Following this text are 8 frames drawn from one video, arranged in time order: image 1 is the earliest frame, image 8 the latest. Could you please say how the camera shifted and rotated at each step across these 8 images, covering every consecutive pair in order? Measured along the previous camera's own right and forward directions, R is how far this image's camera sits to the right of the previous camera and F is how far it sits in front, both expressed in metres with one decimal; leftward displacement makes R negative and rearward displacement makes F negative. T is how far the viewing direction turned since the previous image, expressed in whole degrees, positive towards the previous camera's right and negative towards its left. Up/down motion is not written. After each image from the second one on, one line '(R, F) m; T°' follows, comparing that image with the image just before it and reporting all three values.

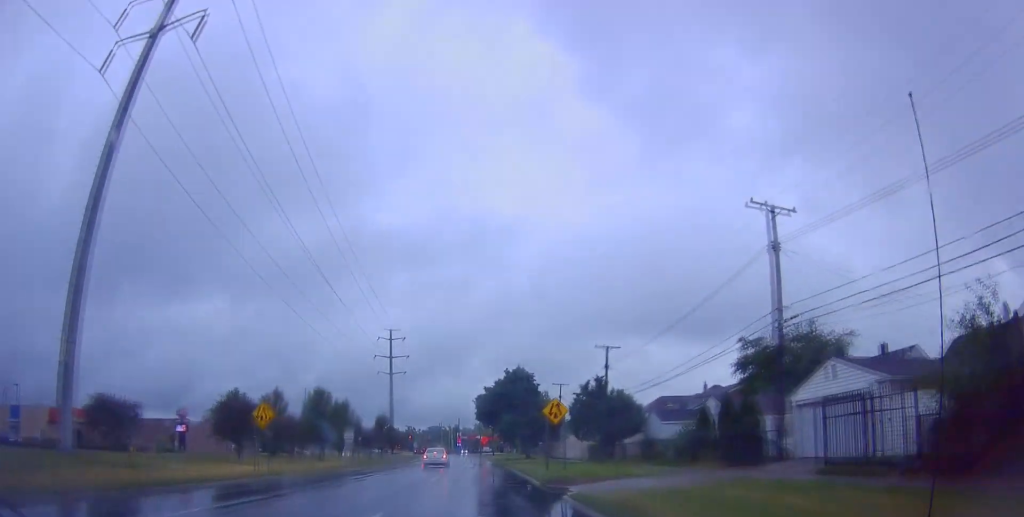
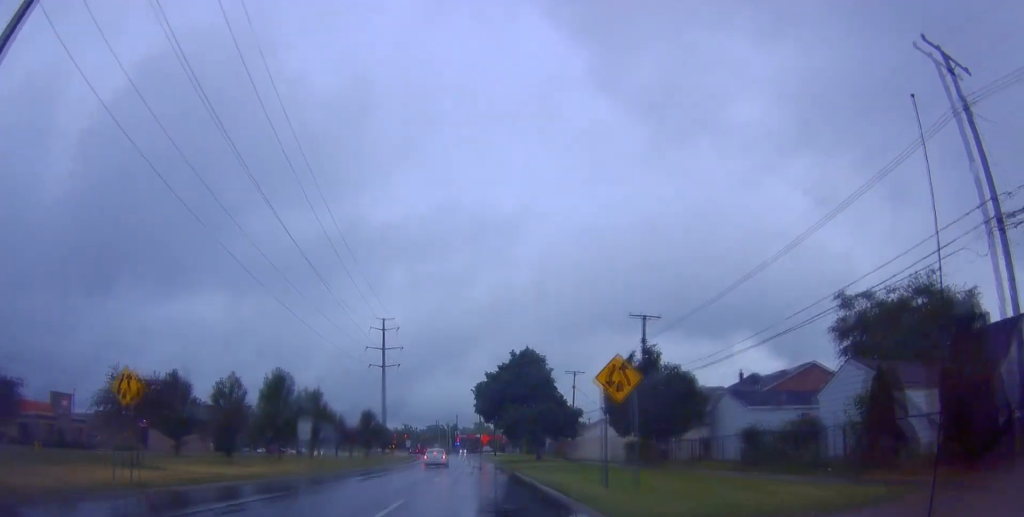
(0.0, +13.5) m; 0°
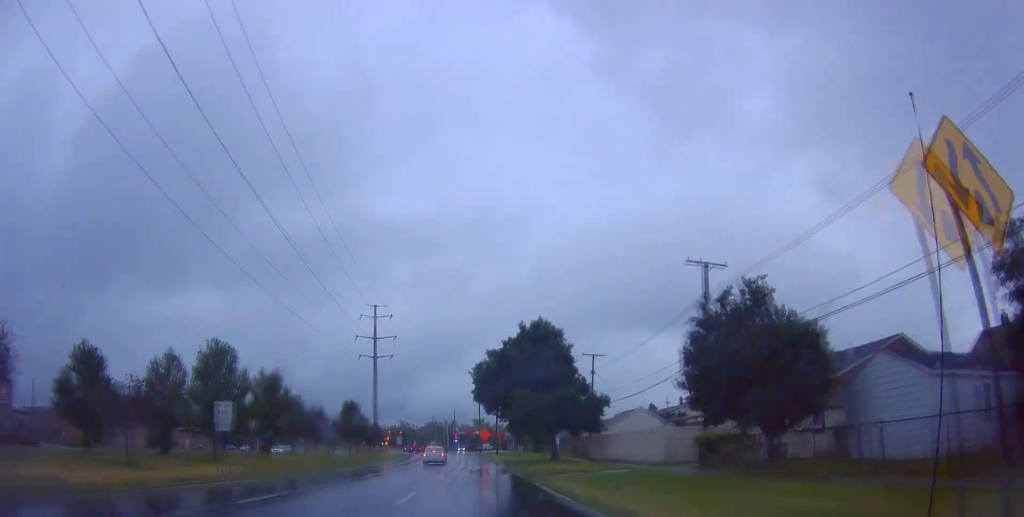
(-0.1, +13.3) m; 0°
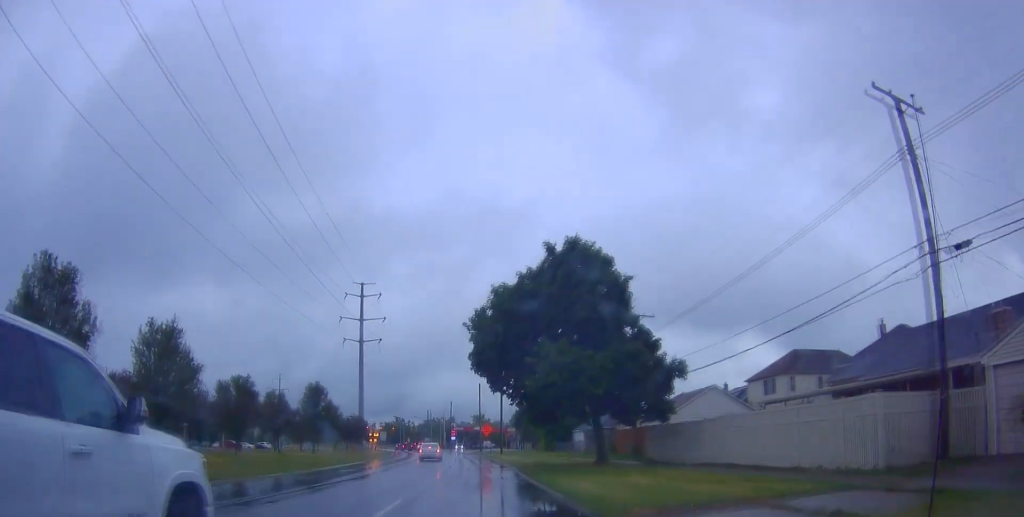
(+0.3, +18.5) m; -1°
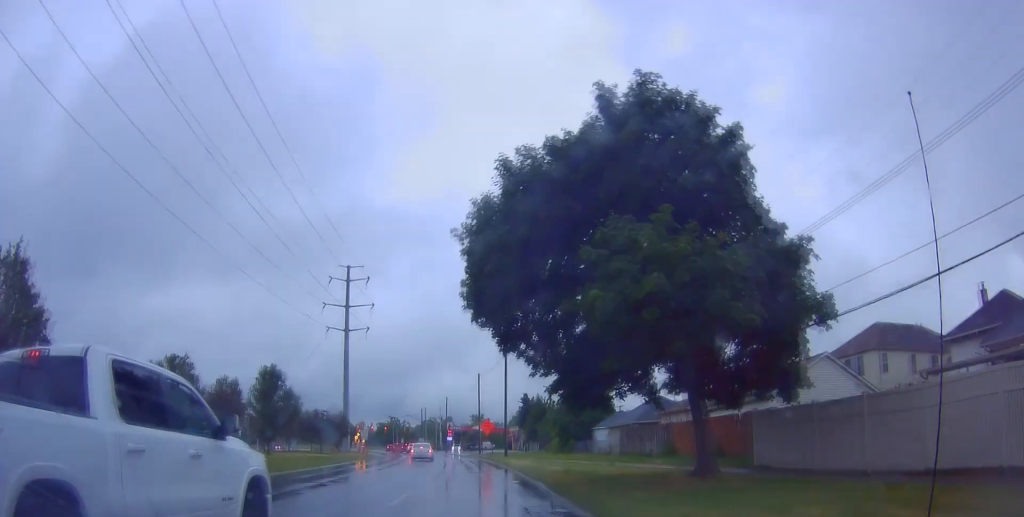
(-0.4, +13.9) m; -1°
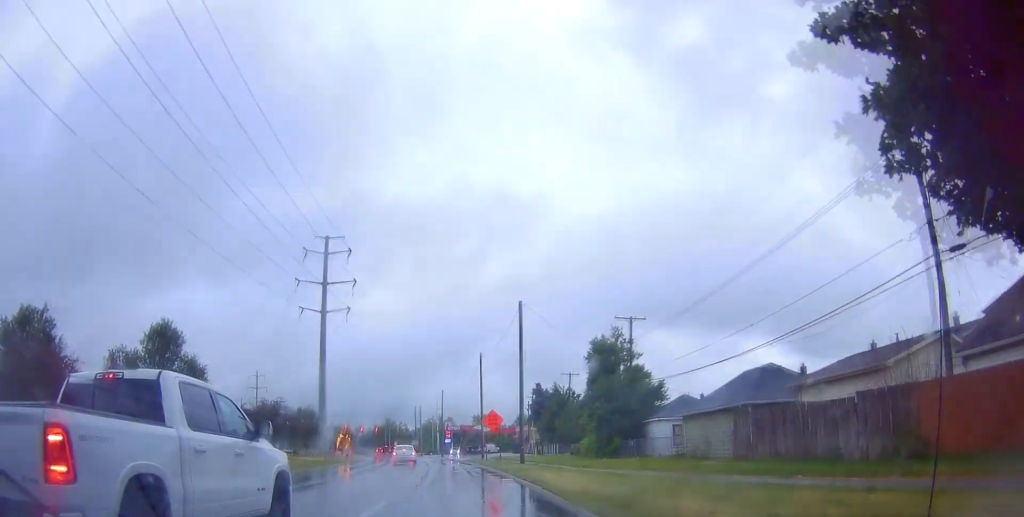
(+0.2, +18.9) m; 0°
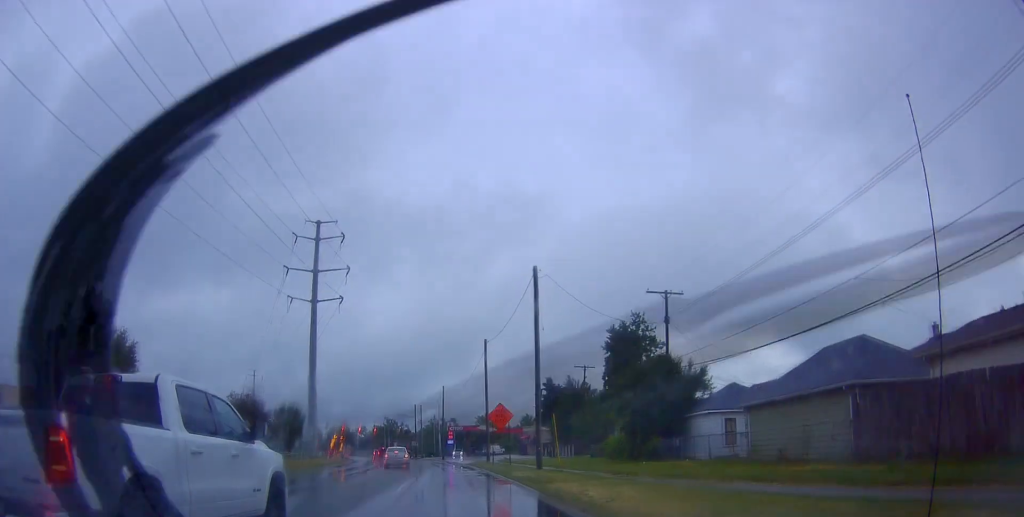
(-0.1, +8.1) m; 0°
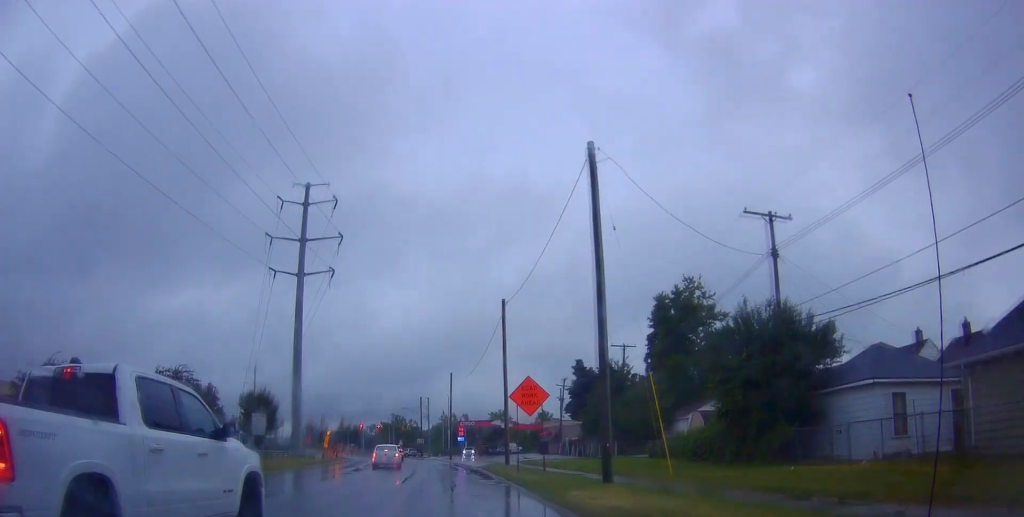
(-0.3, +13.7) m; -1°
